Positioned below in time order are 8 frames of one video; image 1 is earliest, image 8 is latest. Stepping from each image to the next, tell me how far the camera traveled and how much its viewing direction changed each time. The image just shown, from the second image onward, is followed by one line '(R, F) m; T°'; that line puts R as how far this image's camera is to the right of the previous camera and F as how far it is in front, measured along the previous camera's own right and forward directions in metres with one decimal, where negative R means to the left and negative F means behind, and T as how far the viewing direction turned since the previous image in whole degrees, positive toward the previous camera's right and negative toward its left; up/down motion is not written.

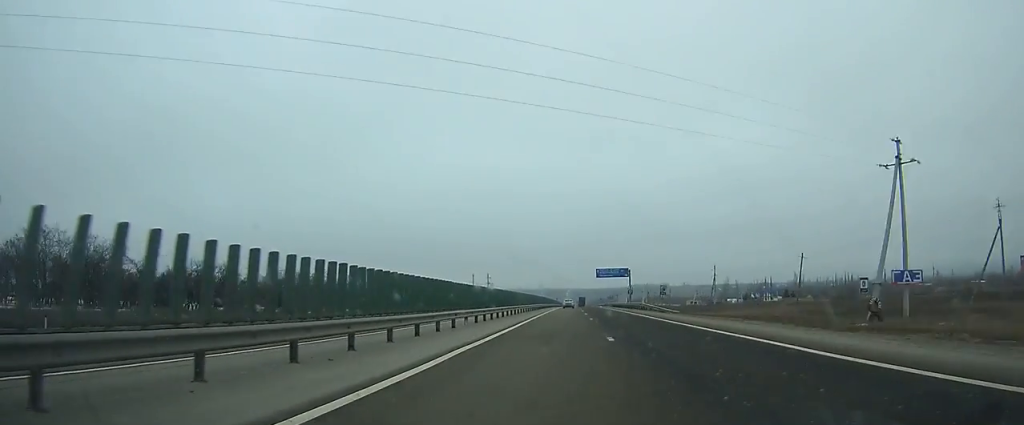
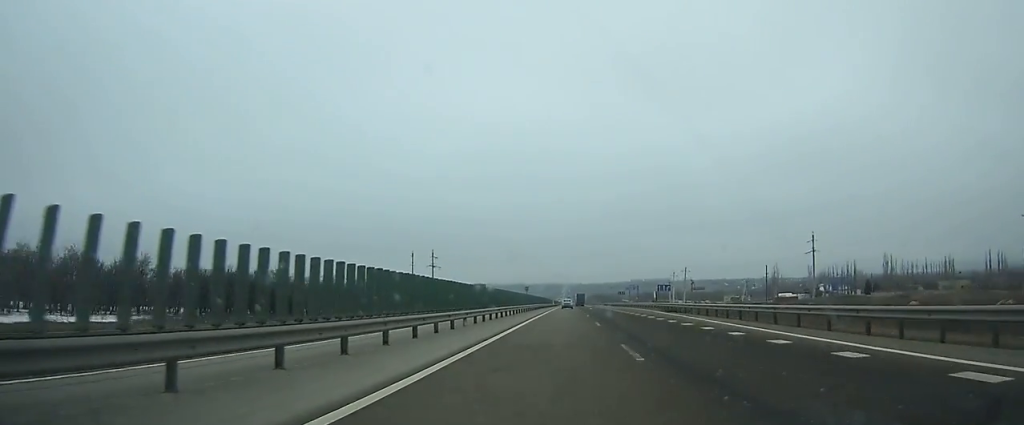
(0.0, +116.4) m; 0°
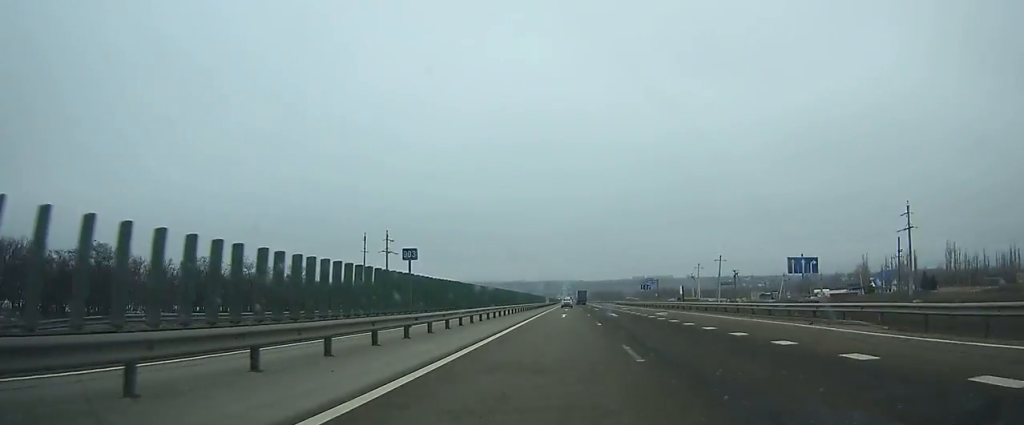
(0.0, +48.1) m; 0°
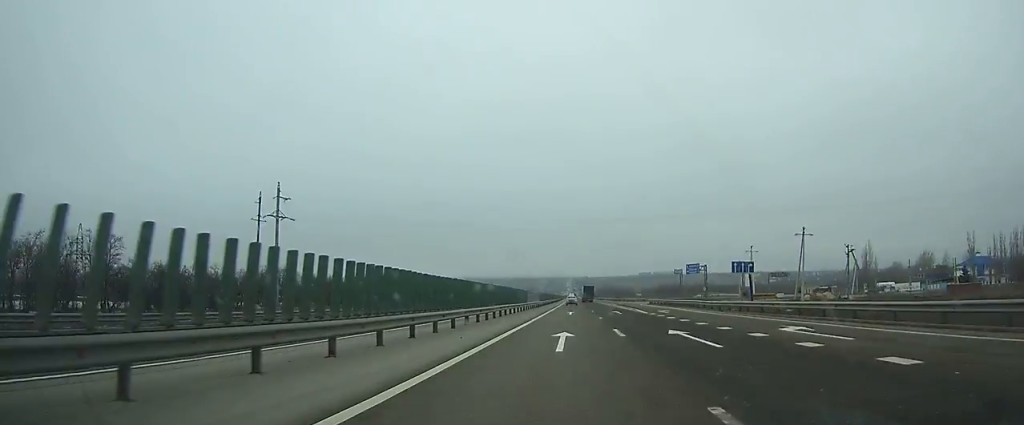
(0.0, +56.9) m; 0°
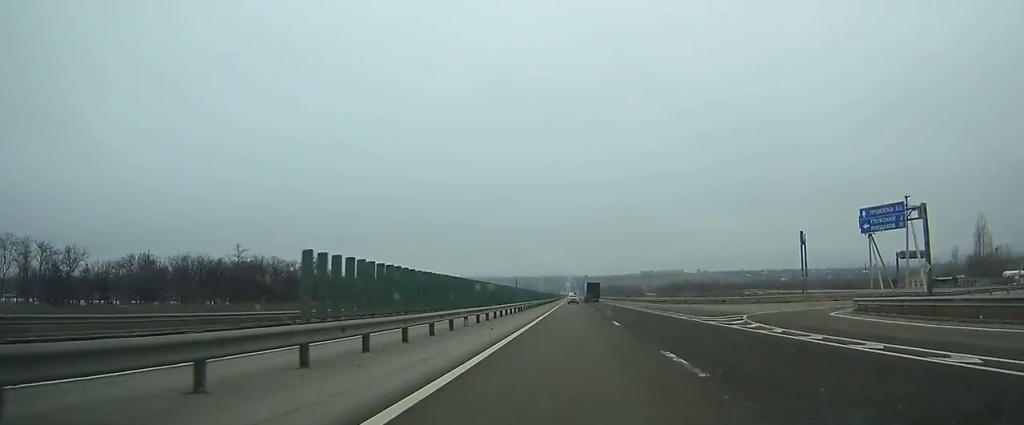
(-0.1, +74.2) m; 0°
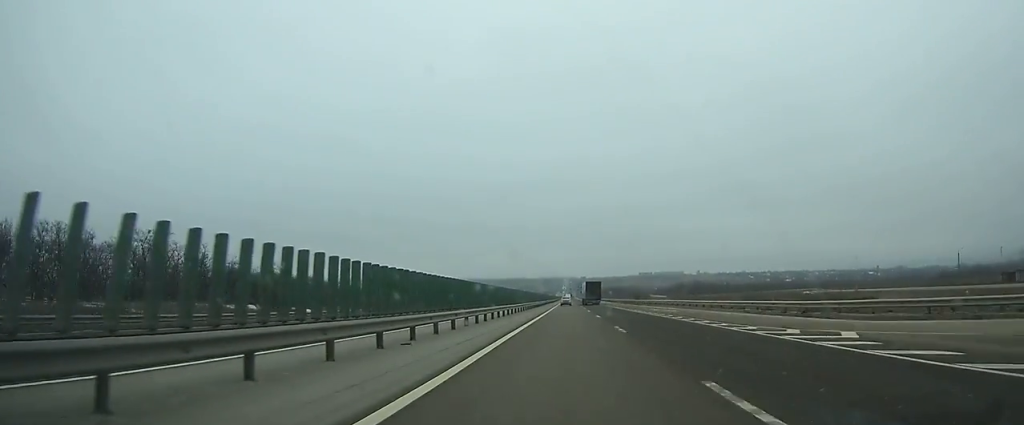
(+0.1, +53.2) m; 0°
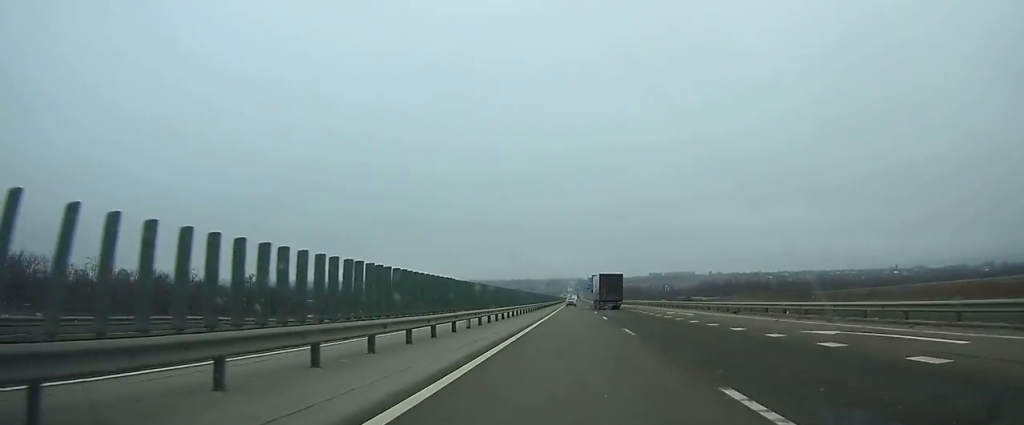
(-0.1, +97.8) m; 0°
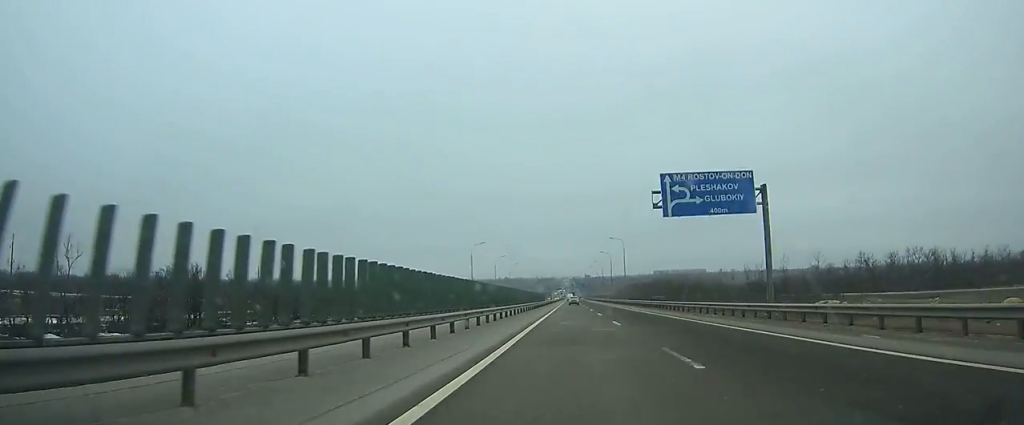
(0.0, +232.5) m; 0°
